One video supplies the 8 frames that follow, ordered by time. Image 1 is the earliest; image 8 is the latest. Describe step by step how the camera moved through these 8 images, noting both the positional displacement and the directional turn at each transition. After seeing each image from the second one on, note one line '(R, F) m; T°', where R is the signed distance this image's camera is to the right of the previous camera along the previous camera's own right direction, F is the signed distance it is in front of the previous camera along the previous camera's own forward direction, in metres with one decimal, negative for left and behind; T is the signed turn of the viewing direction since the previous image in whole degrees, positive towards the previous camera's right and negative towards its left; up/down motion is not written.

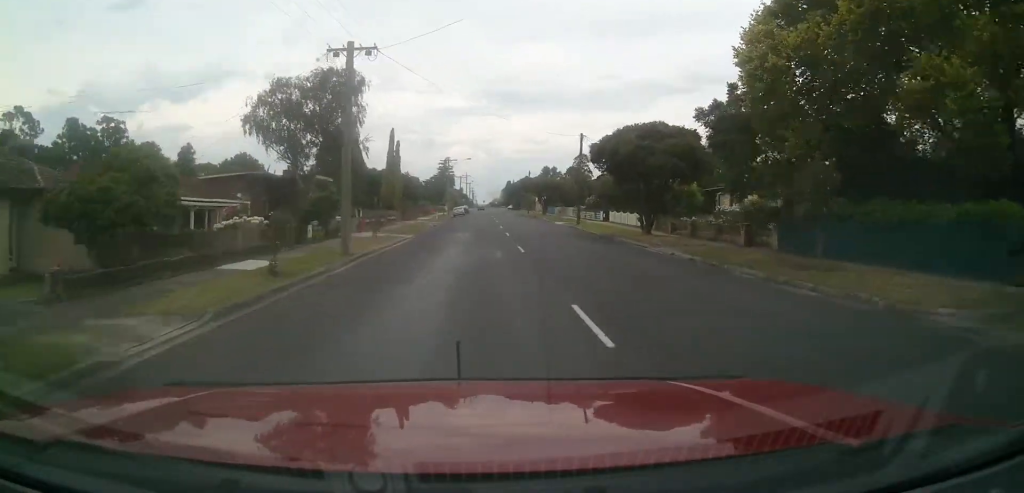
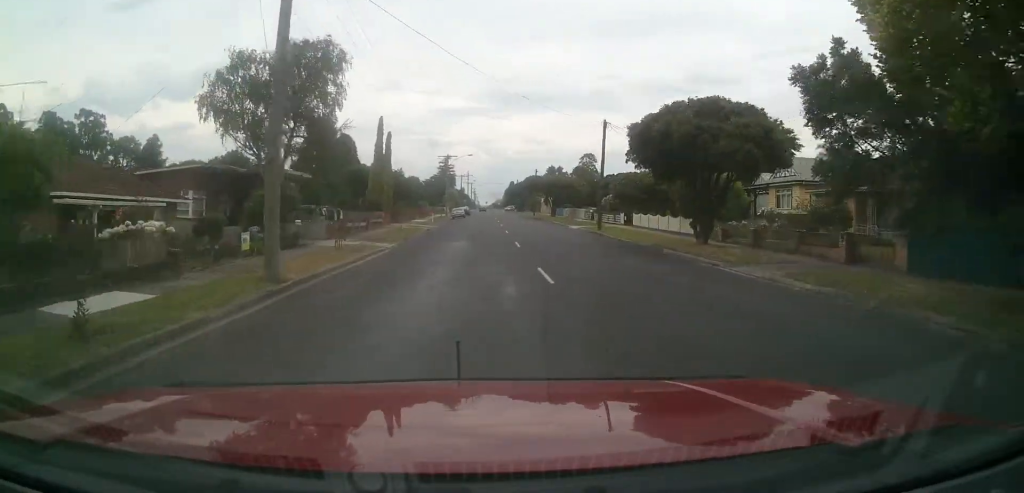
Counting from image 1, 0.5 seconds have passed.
(+0.1, +8.9) m; 0°
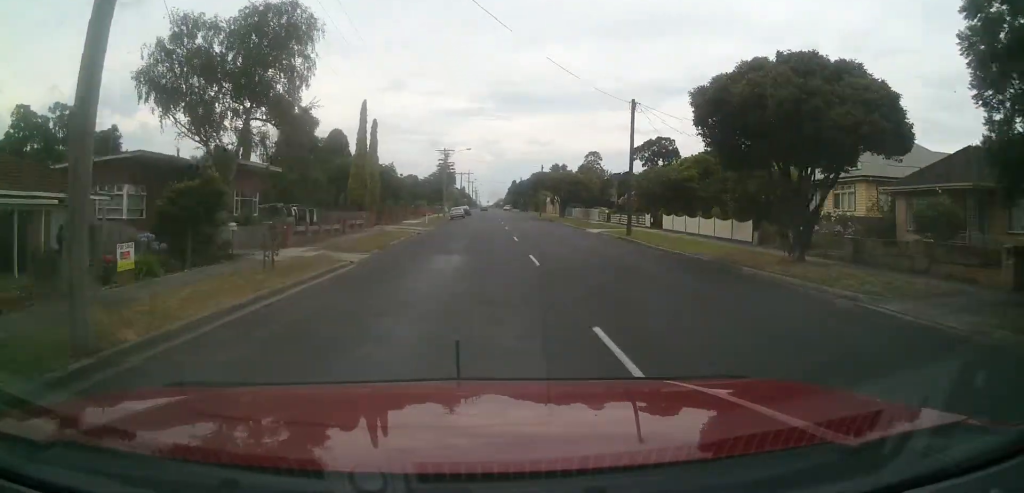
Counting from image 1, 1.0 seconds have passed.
(0.0, +8.3) m; 0°
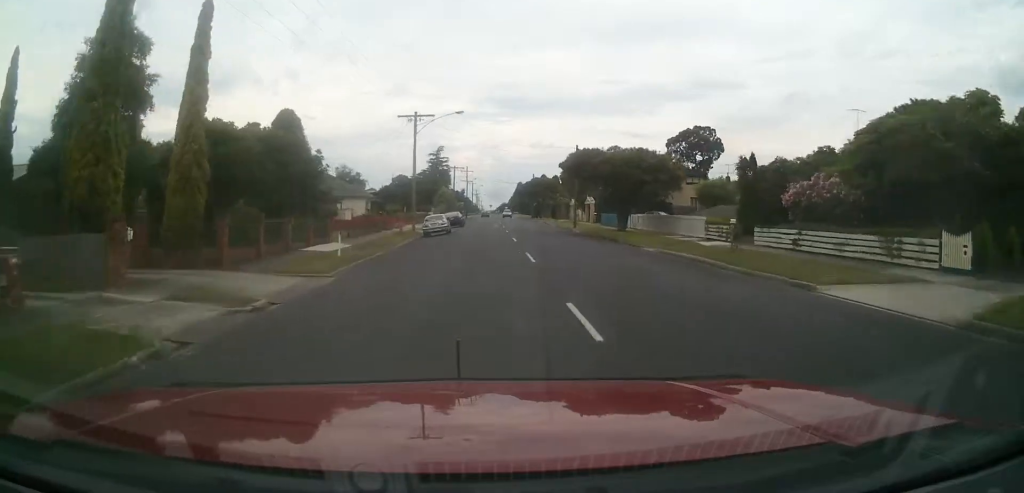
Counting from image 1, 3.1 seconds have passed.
(0.0, +33.9) m; -1°
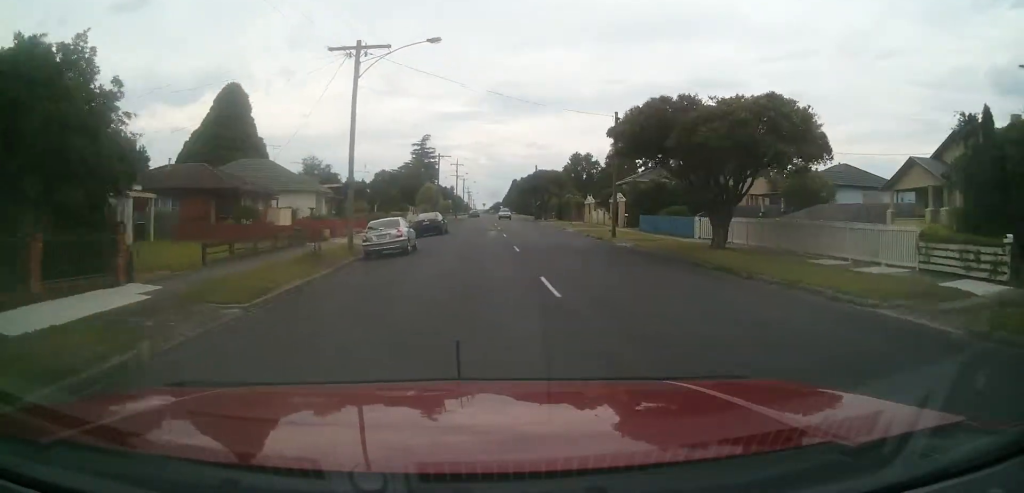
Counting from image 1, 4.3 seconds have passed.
(-0.4, +19.8) m; -1°
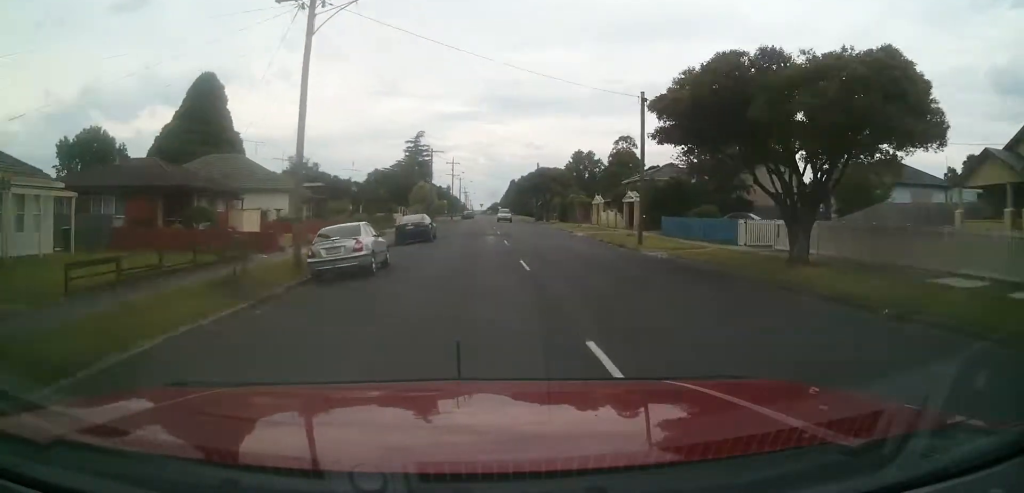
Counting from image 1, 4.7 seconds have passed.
(0.0, +7.1) m; 0°
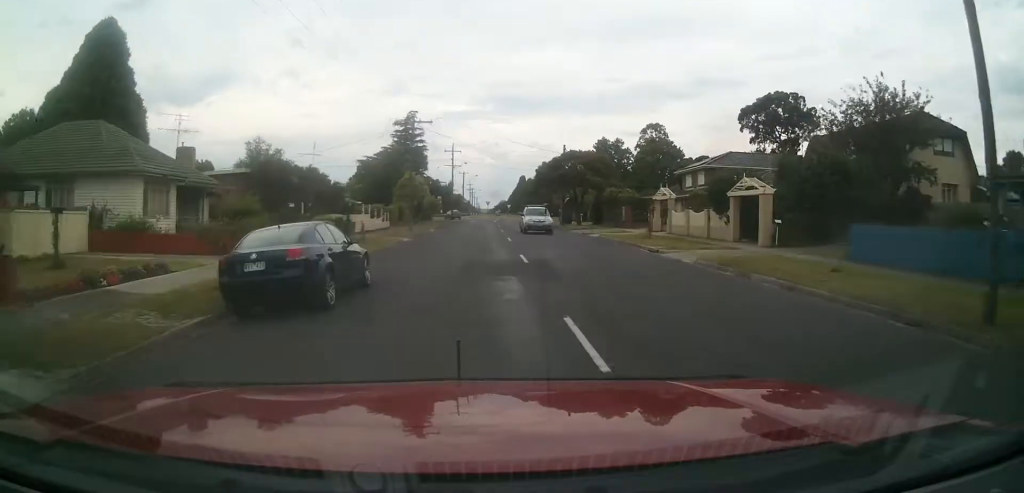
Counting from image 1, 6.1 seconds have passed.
(+0.5, +22.9) m; +1°
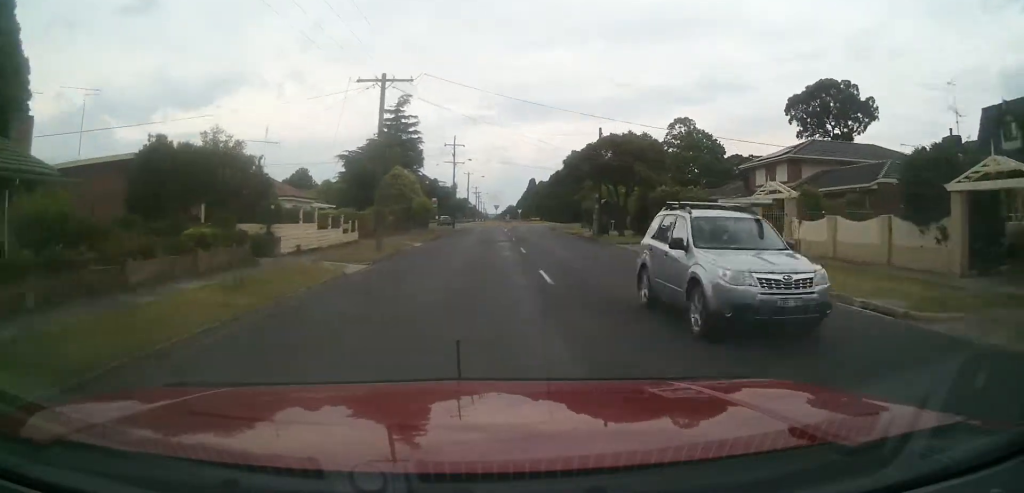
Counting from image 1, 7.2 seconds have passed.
(-0.2, +16.5) m; -1°
